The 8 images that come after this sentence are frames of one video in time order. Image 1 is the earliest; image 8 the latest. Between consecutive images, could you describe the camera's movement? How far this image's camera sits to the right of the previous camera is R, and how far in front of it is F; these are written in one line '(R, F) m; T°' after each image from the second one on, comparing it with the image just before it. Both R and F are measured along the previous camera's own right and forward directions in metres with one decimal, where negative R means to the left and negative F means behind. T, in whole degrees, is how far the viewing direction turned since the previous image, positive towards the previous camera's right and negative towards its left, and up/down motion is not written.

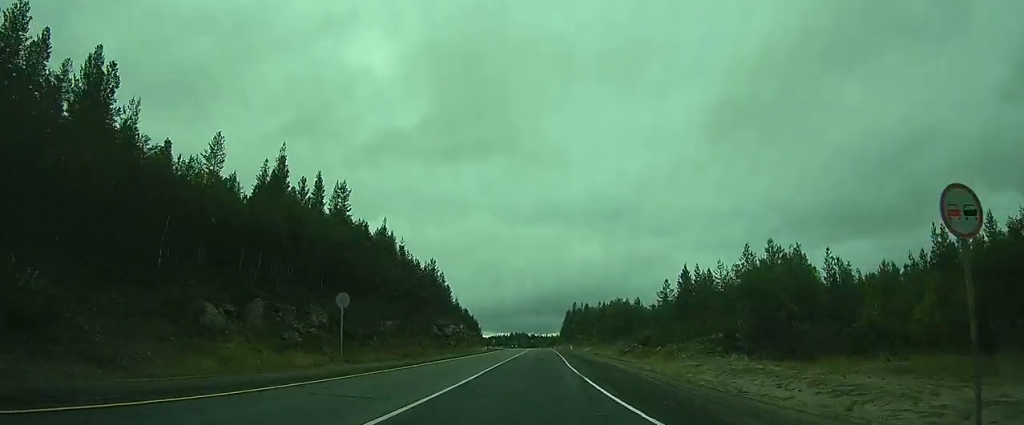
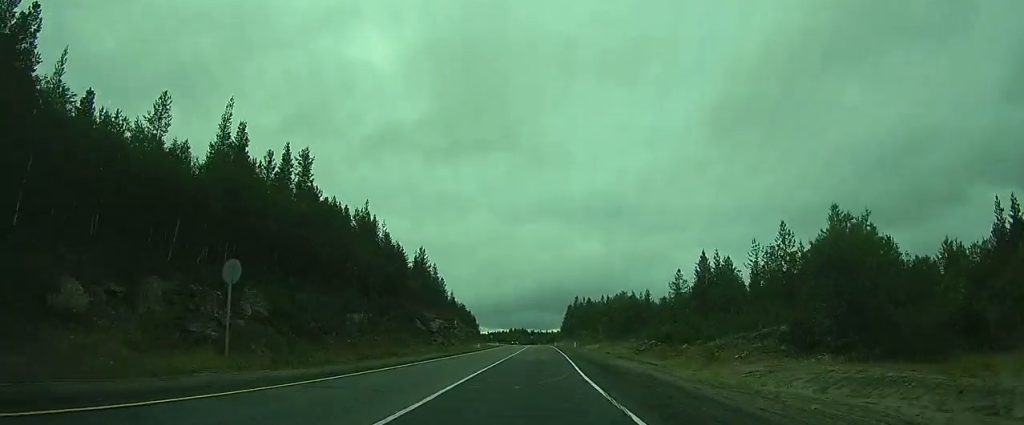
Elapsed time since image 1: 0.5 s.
(0.0, +10.3) m; 0°
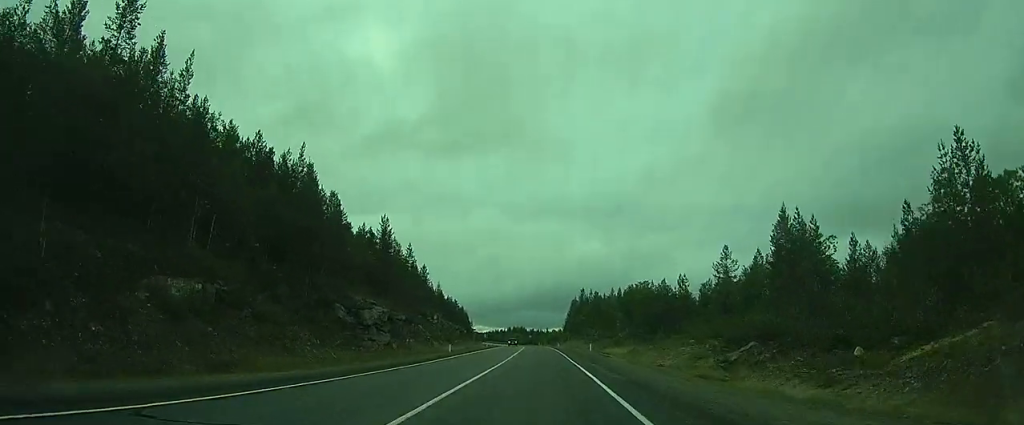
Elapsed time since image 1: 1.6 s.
(0.0, +24.6) m; 0°
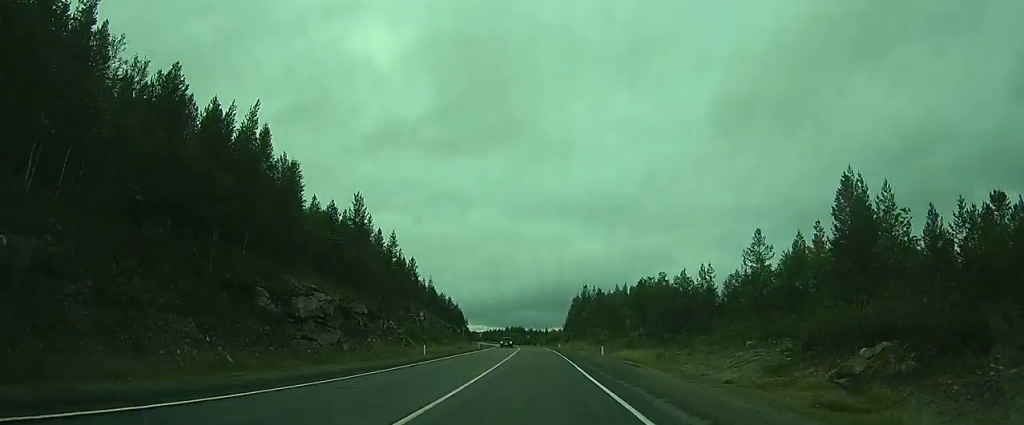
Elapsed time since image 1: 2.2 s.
(0.0, +10.4) m; 0°
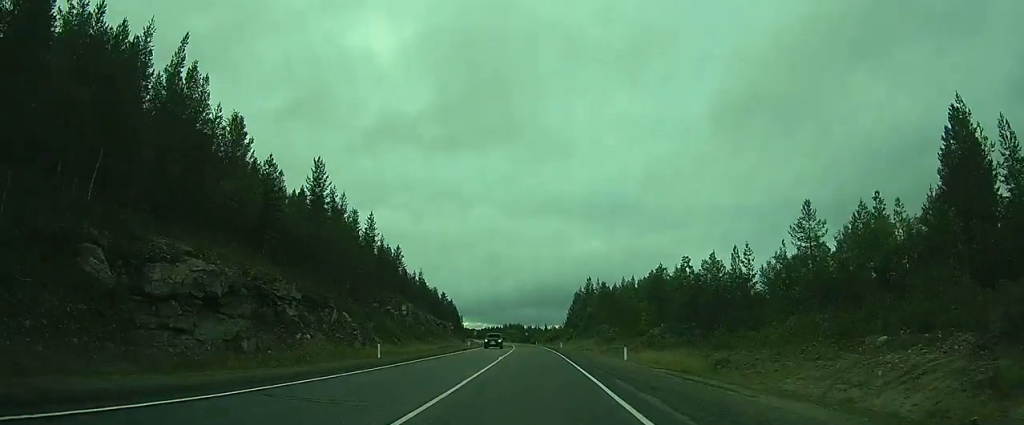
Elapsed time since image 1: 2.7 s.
(0.0, +10.8) m; 0°
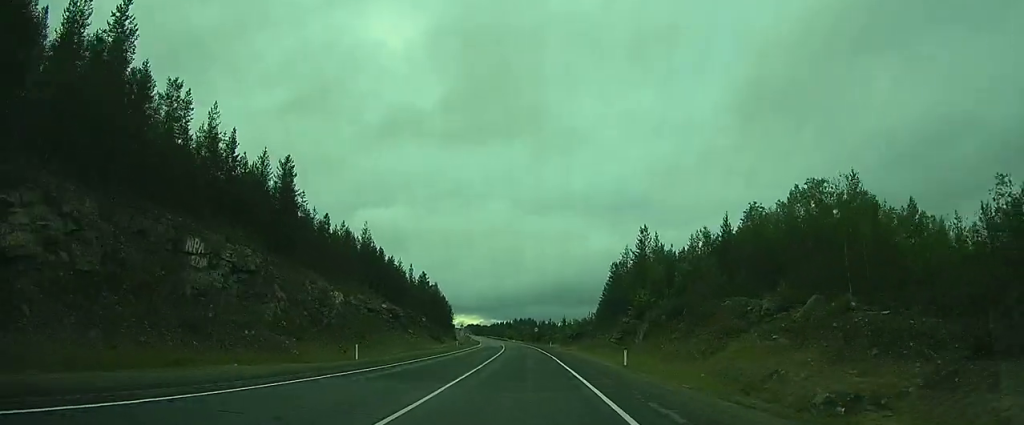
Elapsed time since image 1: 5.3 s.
(+0.1, +45.1) m; -1°
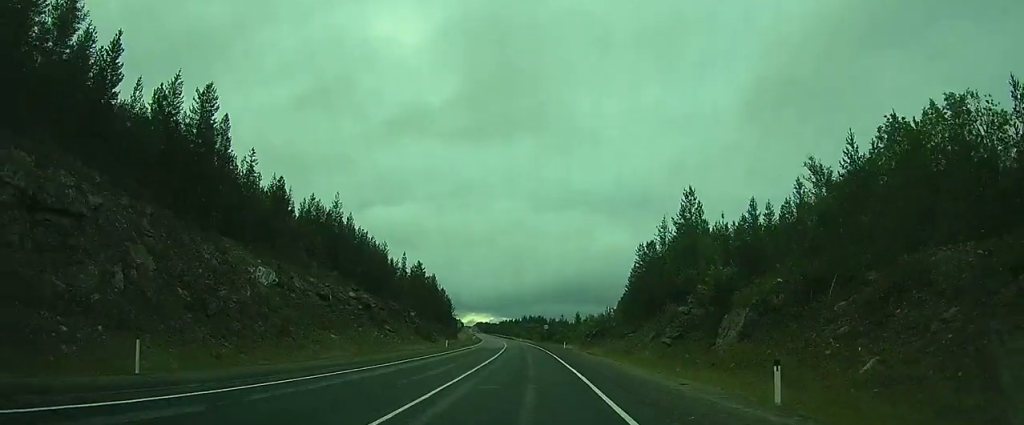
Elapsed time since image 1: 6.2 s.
(-0.1, +16.6) m; -1°
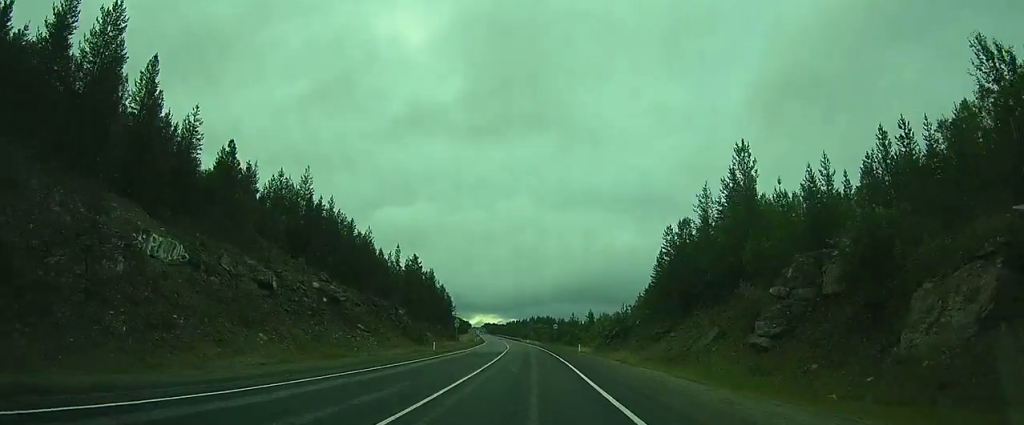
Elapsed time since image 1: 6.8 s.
(-0.1, +12.9) m; 0°
